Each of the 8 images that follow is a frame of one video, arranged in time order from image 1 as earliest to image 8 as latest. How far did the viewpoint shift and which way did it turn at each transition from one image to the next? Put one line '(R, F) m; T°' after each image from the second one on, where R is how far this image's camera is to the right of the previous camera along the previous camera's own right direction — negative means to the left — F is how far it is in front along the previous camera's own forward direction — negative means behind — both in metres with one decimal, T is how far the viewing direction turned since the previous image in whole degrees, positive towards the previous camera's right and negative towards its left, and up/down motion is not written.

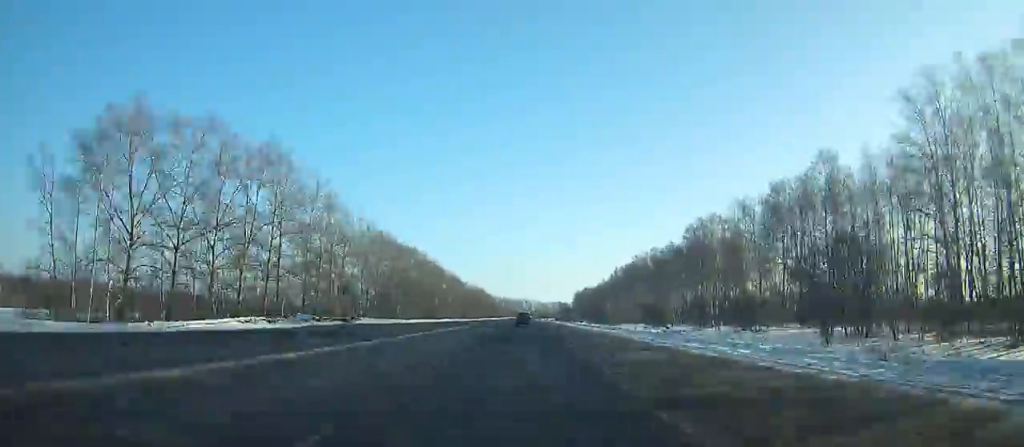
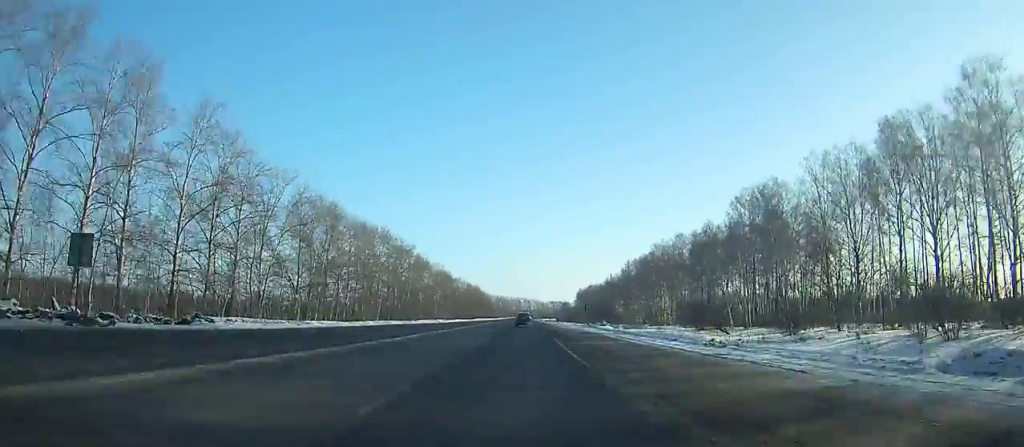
(0.0, +32.1) m; 0°
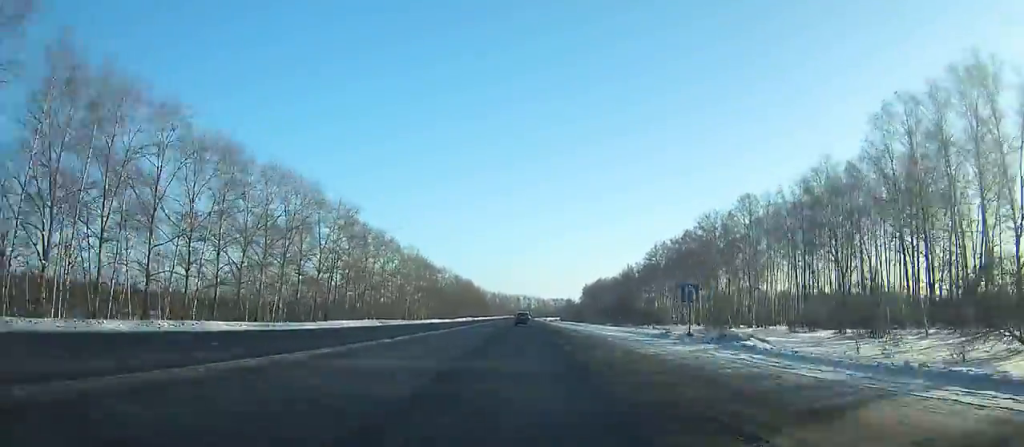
(0.0, +47.1) m; 0°
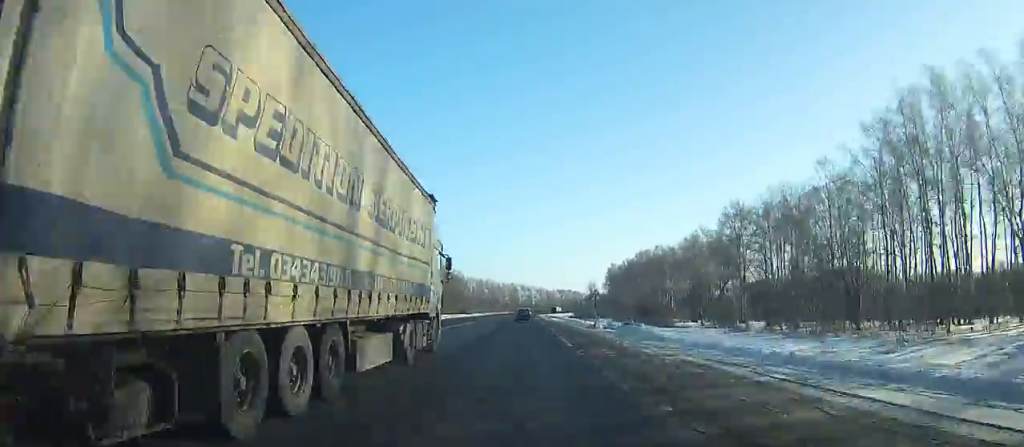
(-0.2, +118.6) m; 0°
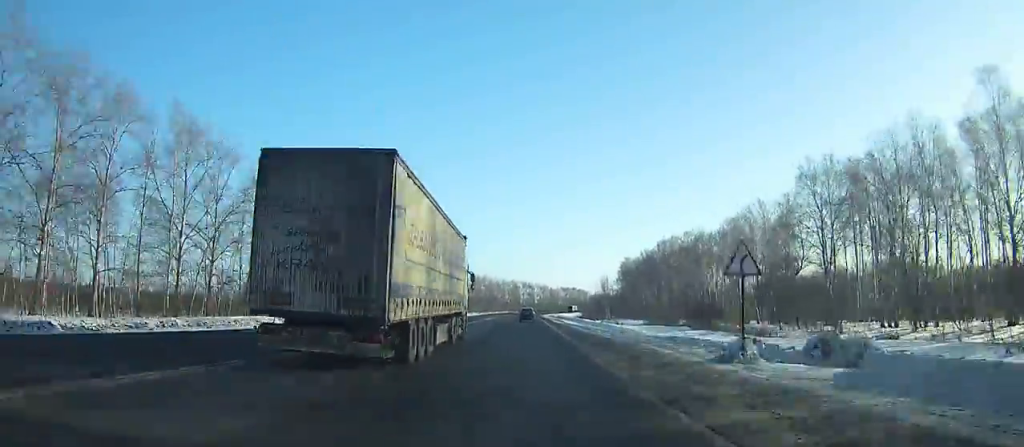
(0.0, +32.9) m; 0°
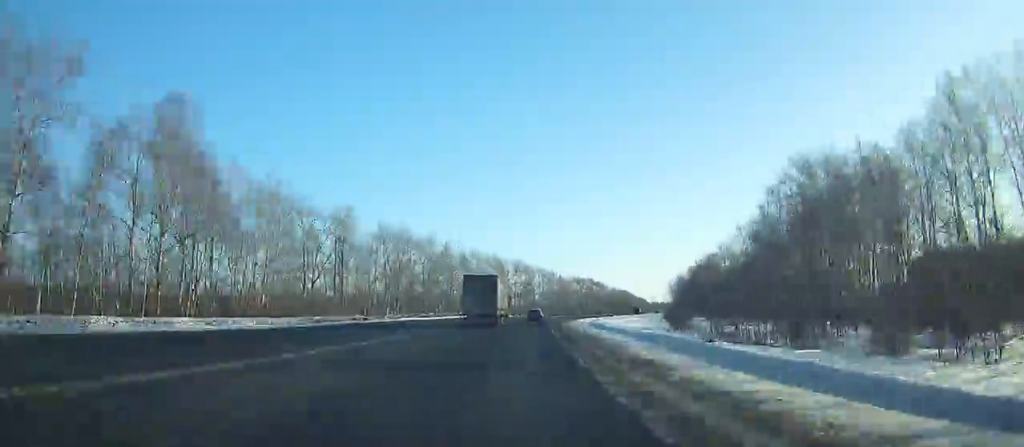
(+0.9, +154.9) m; +1°
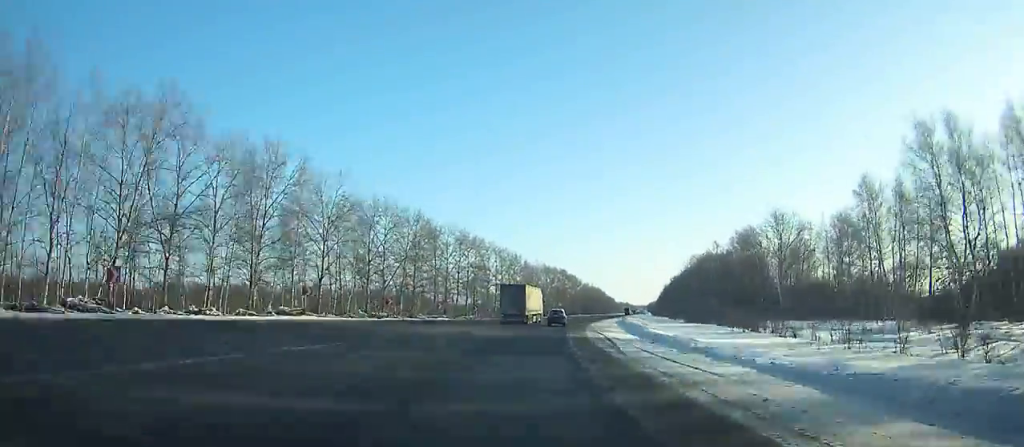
(+1.1, +73.8) m; +4°
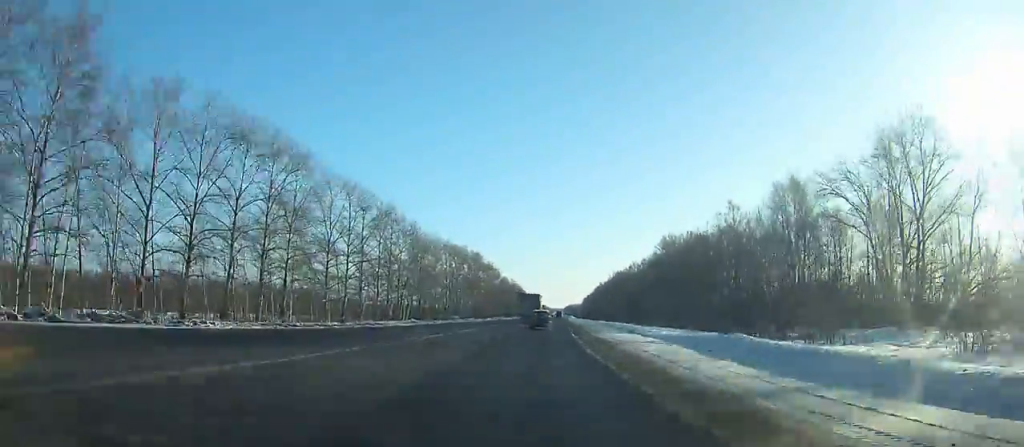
(+4.2, +75.4) m; +6°
